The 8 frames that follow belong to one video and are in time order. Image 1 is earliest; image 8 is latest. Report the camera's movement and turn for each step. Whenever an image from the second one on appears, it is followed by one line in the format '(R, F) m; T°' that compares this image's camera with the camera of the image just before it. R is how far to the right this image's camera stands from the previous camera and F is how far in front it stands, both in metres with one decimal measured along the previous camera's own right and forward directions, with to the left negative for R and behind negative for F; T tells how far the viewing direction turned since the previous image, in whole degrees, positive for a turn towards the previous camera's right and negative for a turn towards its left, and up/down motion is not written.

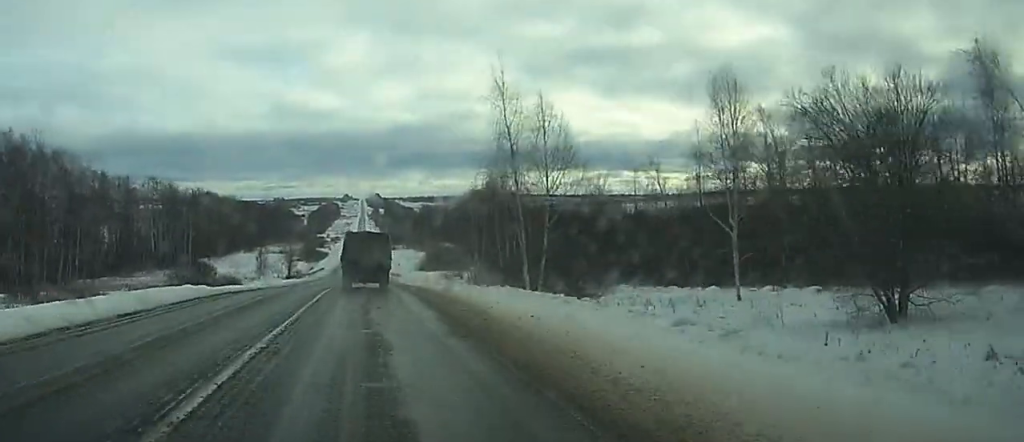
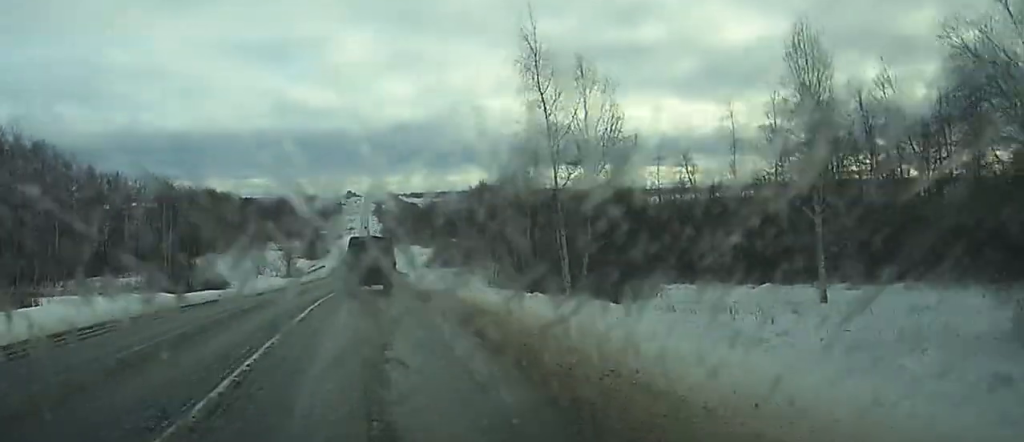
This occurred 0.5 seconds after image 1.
(0.0, +10.6) m; 0°
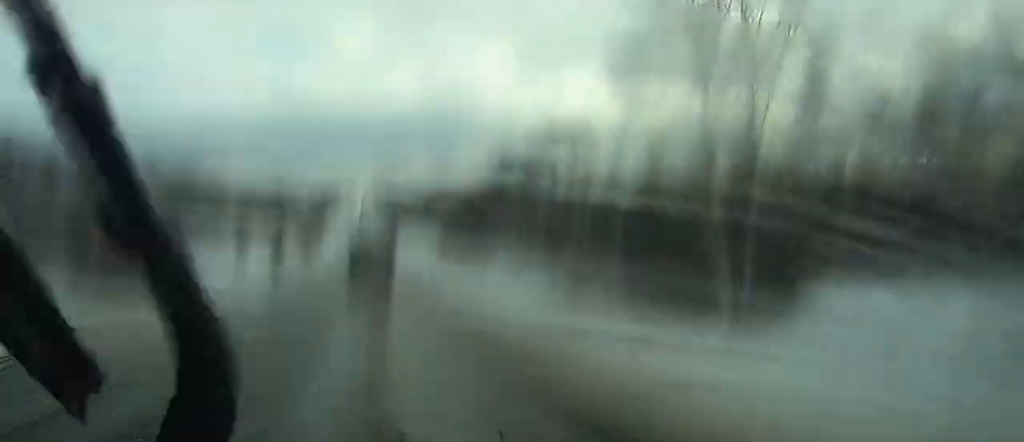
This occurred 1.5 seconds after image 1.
(0.0, +21.5) m; 0°
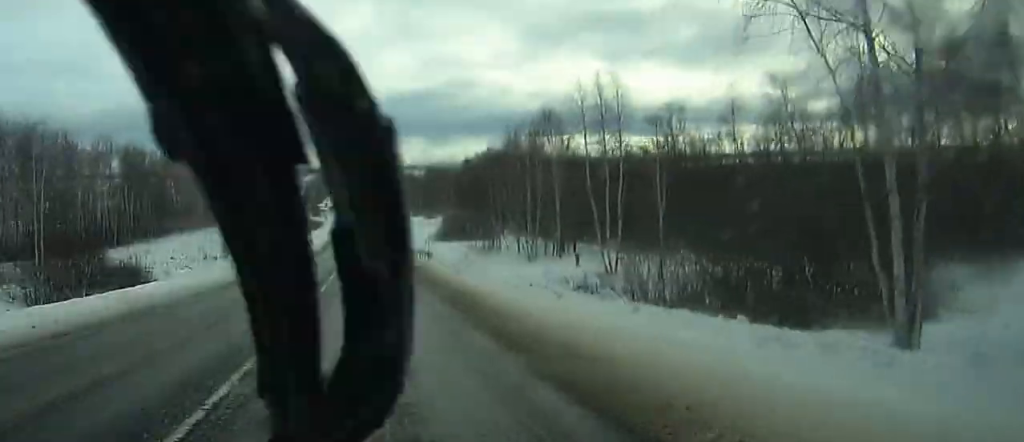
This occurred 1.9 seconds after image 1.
(0.0, +9.4) m; 0°
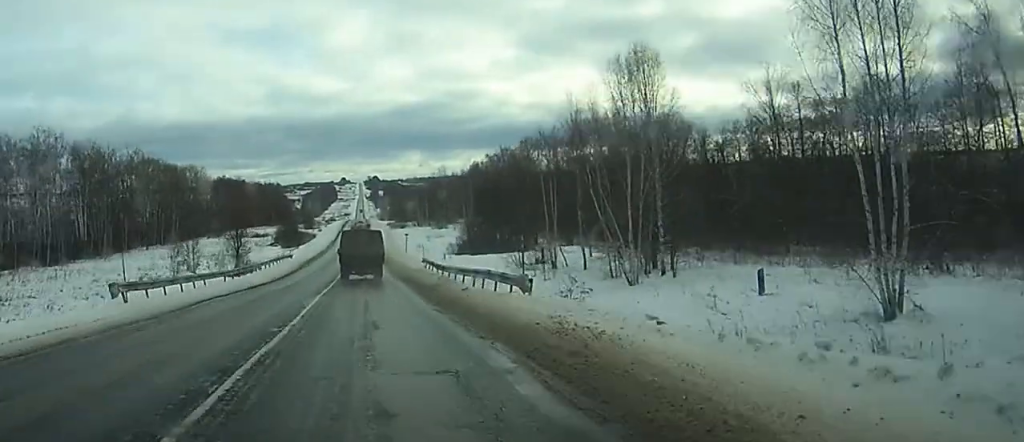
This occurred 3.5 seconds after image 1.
(0.0, +33.6) m; 0°
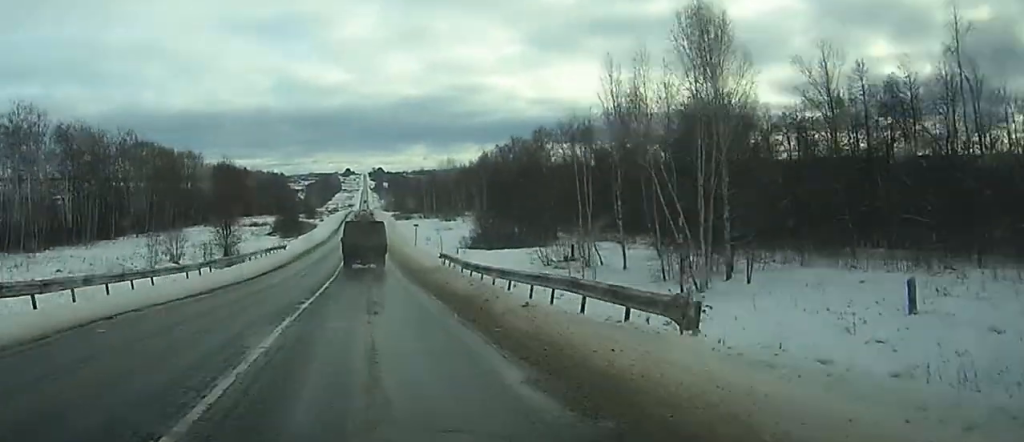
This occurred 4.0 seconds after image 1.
(0.0, +11.2) m; 0°
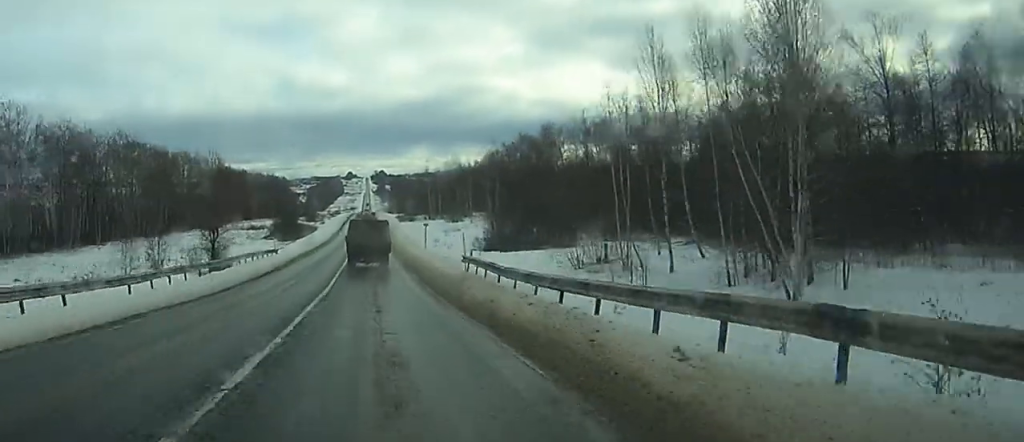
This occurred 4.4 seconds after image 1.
(0.0, +9.7) m; 0°
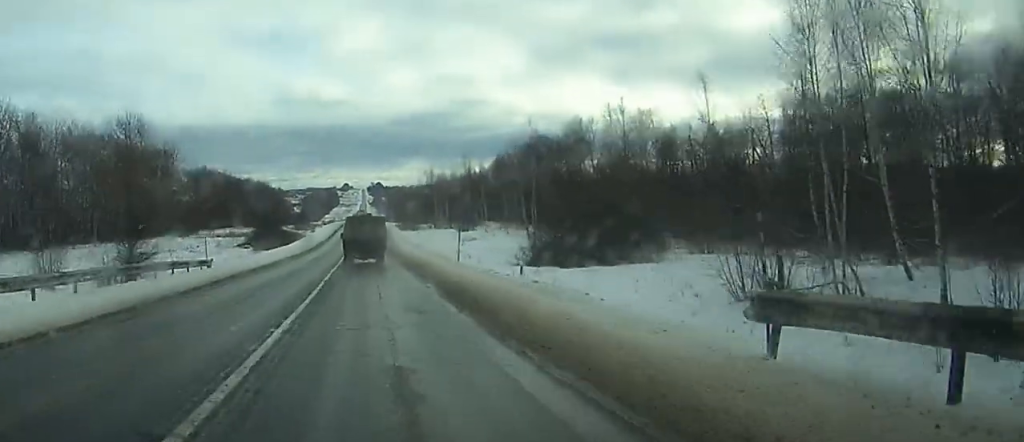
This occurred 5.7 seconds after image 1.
(-0.1, +28.8) m; 0°
